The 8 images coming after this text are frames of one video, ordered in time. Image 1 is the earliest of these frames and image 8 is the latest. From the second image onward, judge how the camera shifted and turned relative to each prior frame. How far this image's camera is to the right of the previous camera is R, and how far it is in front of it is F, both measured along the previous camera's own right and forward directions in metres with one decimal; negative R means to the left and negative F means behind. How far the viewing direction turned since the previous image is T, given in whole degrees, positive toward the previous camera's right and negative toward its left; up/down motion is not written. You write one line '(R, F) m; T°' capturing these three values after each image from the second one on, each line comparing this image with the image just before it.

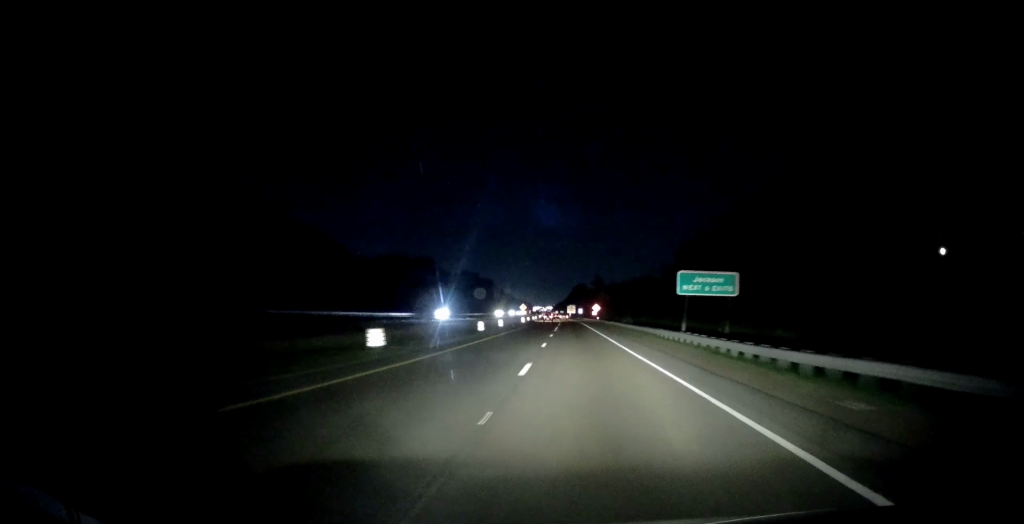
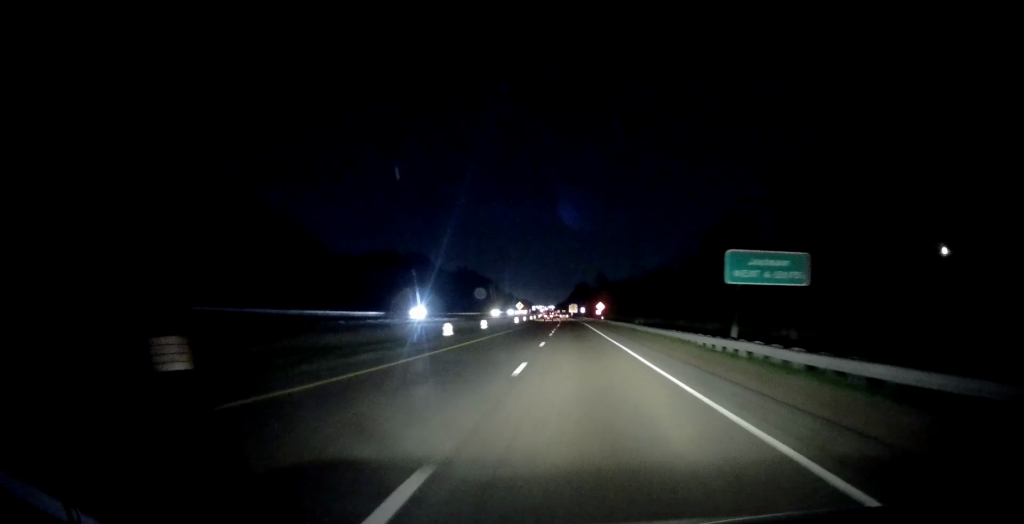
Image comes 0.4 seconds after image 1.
(0.0, +12.8) m; 0°
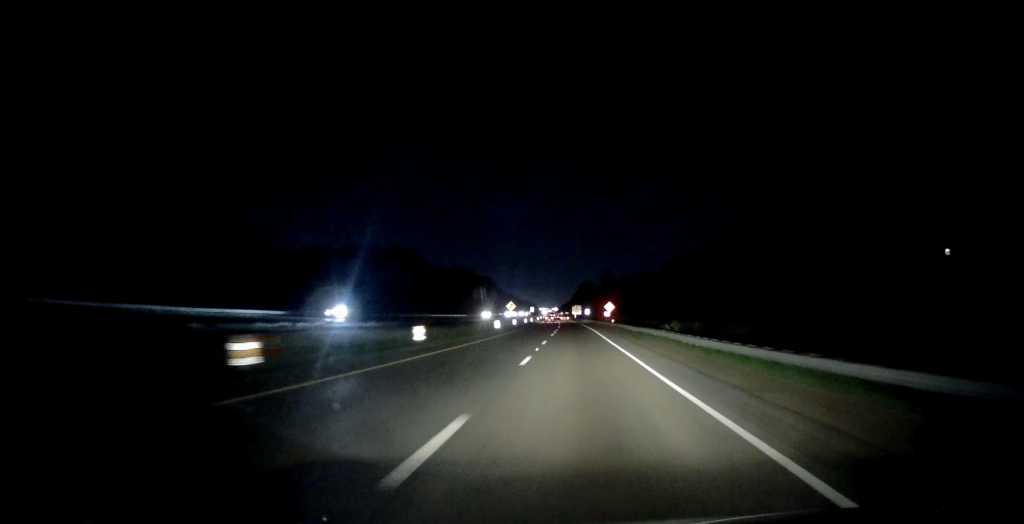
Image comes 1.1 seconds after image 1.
(-0.2, +22.3) m; -1°
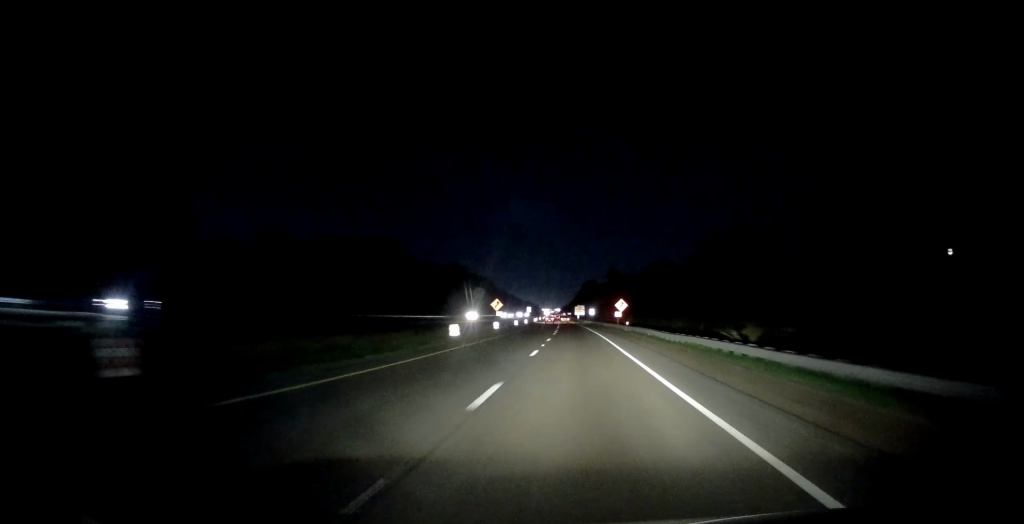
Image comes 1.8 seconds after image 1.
(-0.1, +21.2) m; 0°
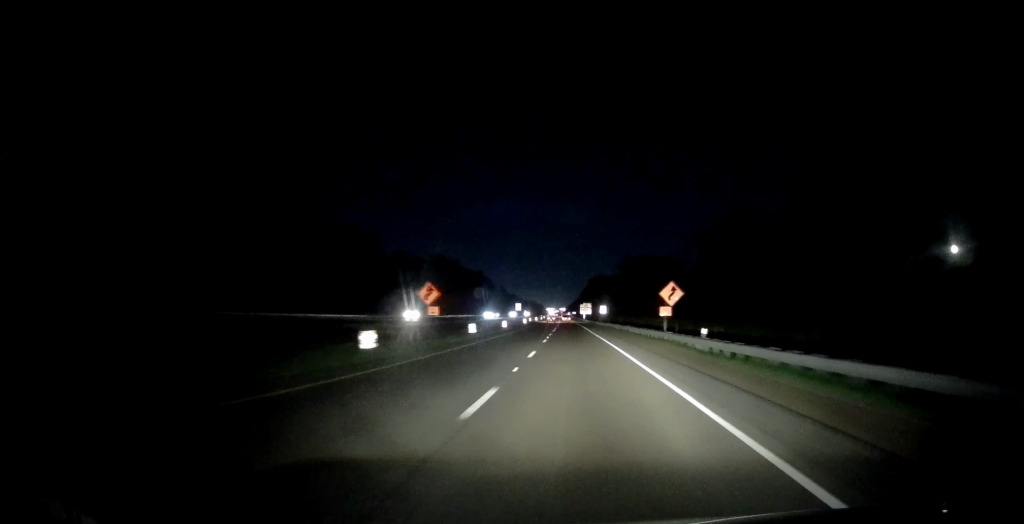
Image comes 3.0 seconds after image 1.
(-0.3, +38.9) m; -1°
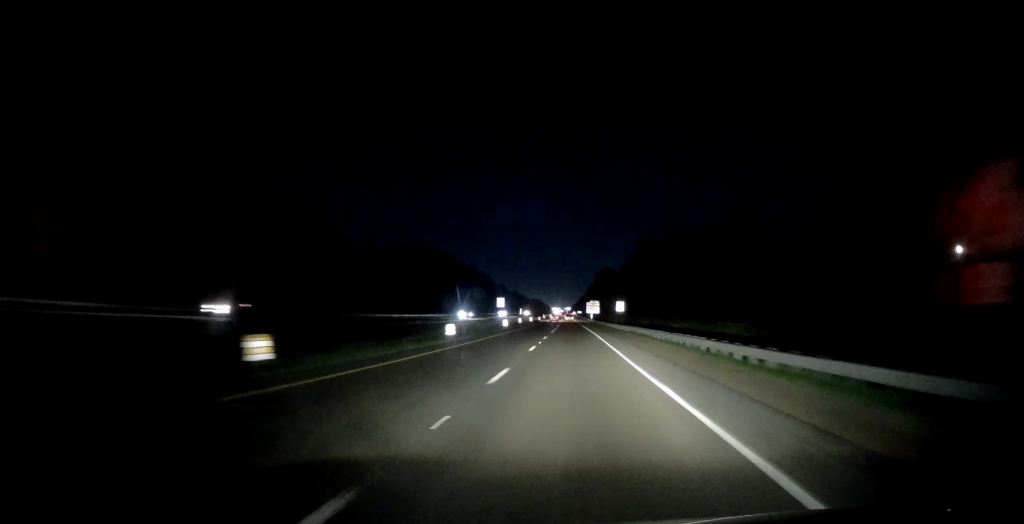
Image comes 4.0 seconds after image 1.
(-0.2, +32.6) m; -1°
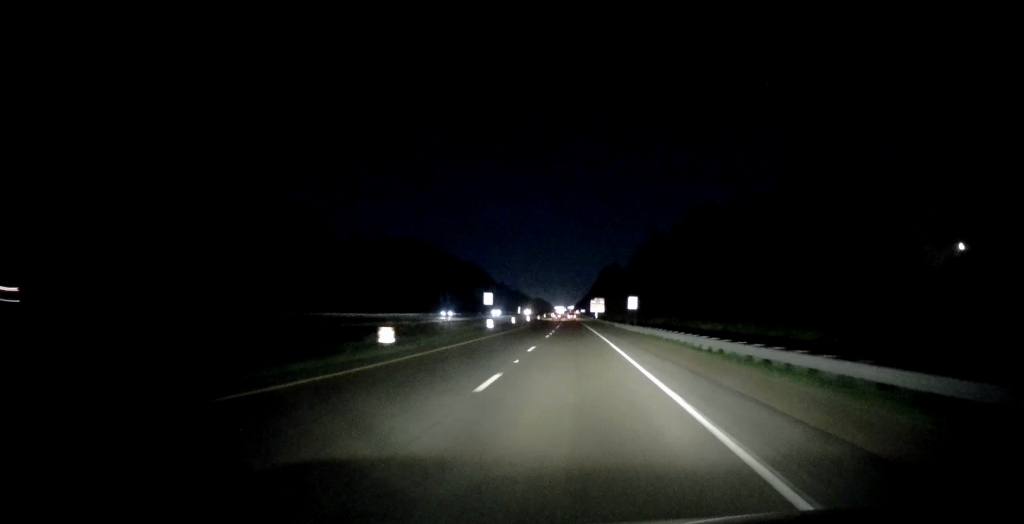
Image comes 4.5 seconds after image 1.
(-0.1, +13.7) m; 0°
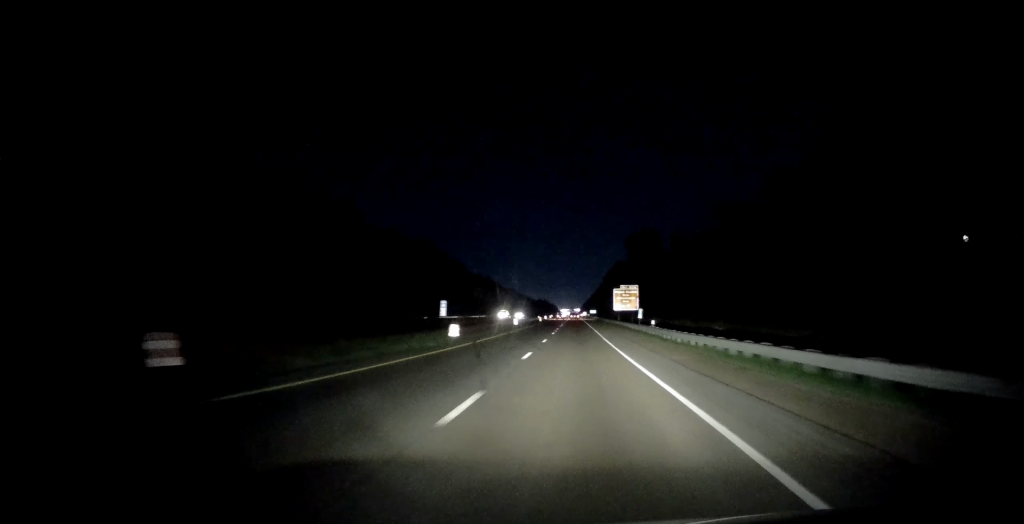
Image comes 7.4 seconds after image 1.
(+0.2, +94.2) m; 0°
